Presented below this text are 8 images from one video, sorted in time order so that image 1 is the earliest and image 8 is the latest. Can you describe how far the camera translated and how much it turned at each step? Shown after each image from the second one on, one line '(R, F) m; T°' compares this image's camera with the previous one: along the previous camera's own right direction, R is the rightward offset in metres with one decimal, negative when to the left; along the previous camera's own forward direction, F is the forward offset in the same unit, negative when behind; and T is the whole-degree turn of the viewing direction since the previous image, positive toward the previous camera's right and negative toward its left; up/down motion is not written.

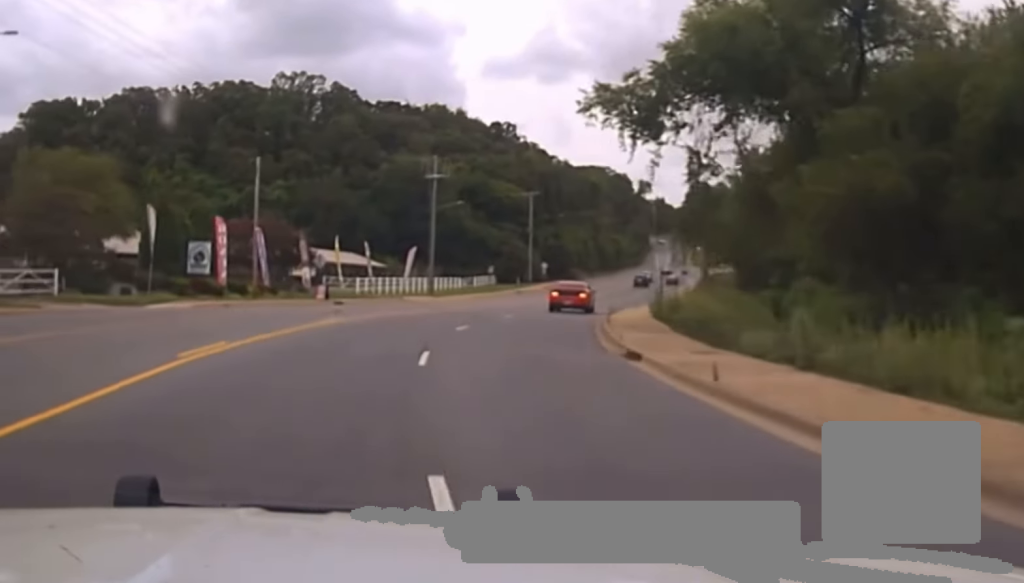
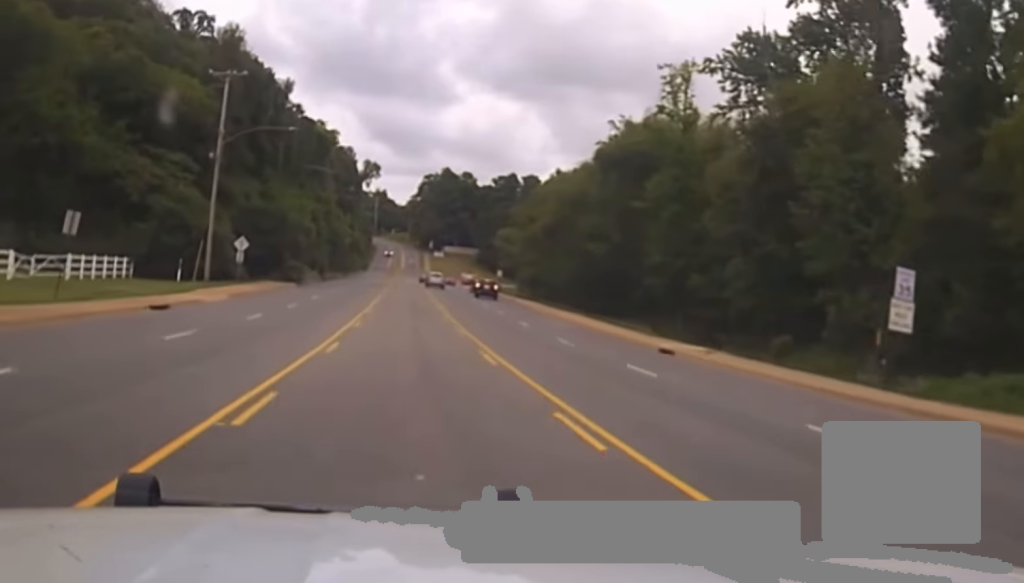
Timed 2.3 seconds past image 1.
(+11.2, +87.3) m; +15°
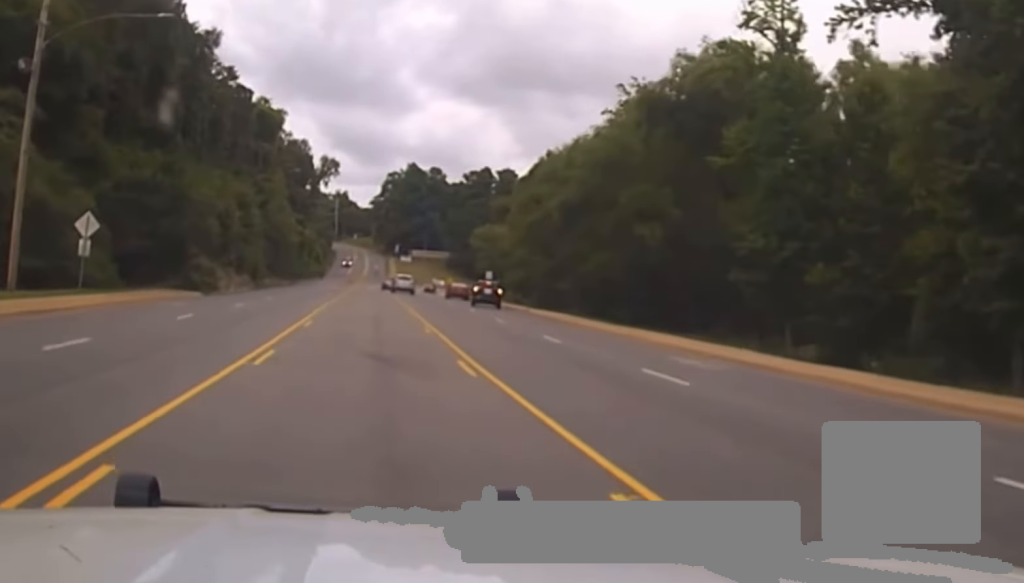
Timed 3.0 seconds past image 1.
(+0.7, +29.8) m; +1°
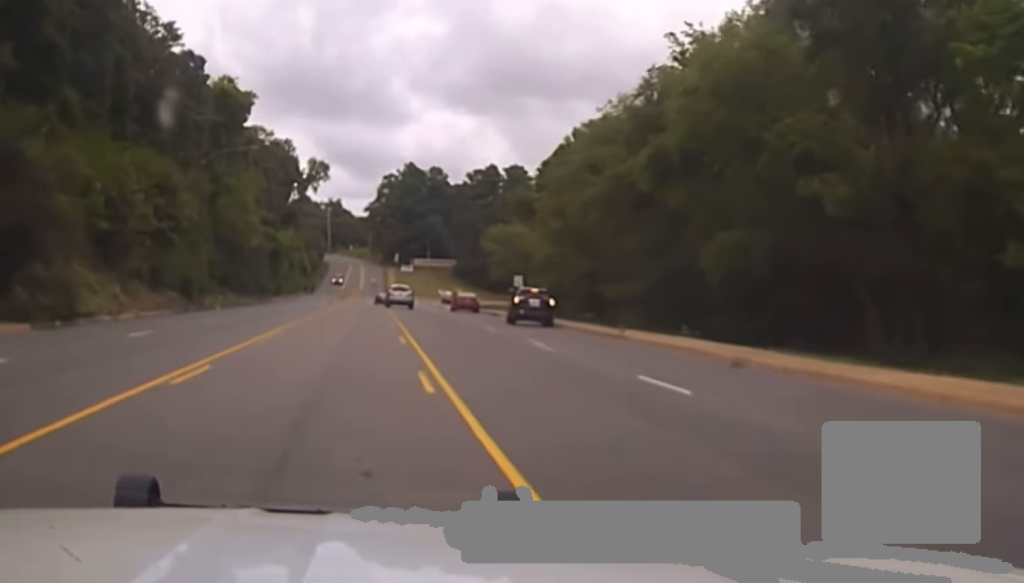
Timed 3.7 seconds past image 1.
(0.0, +26.8) m; 0°
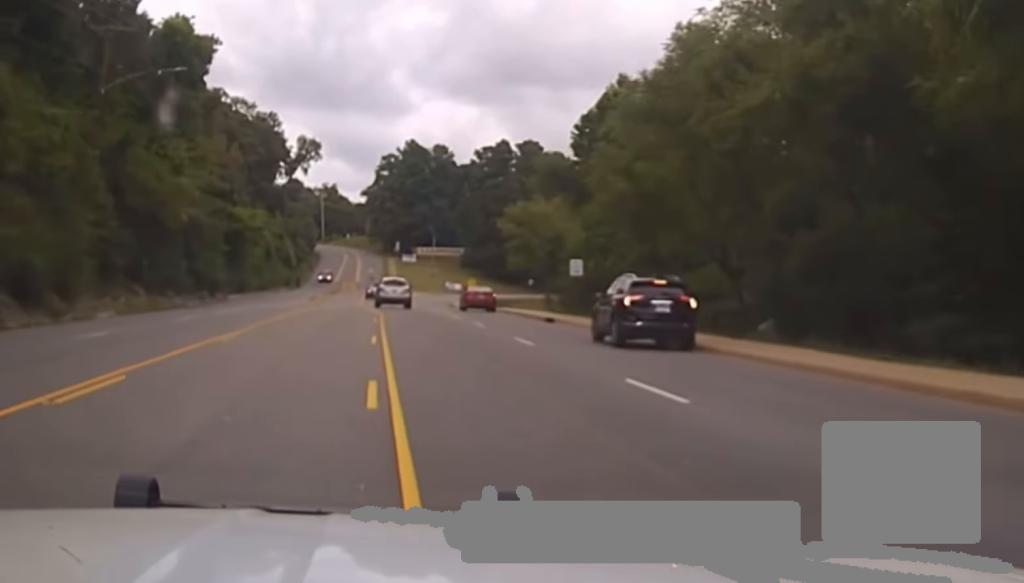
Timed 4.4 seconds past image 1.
(-0.1, +27.5) m; +1°
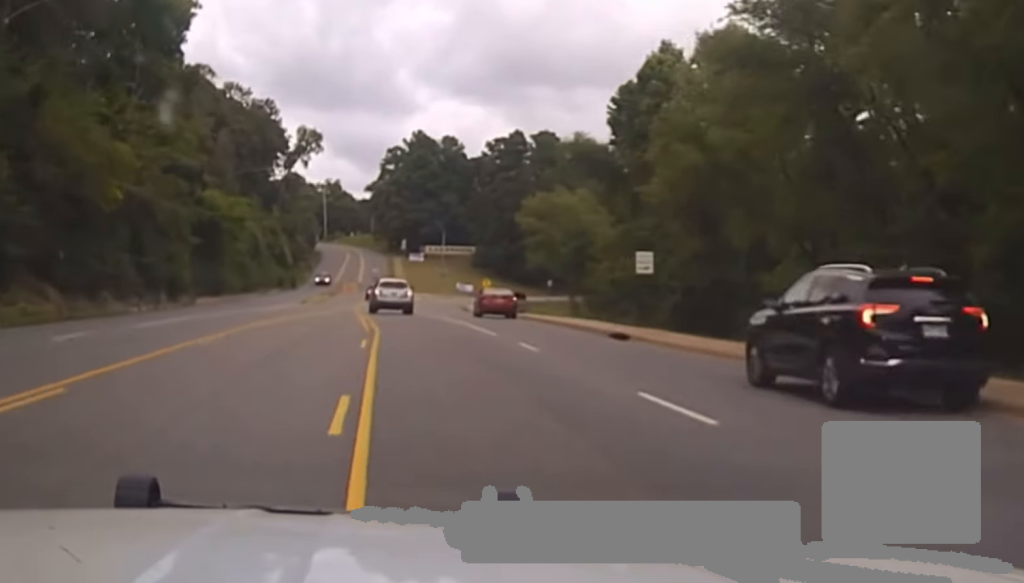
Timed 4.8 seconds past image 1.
(+0.2, +15.8) m; 0°
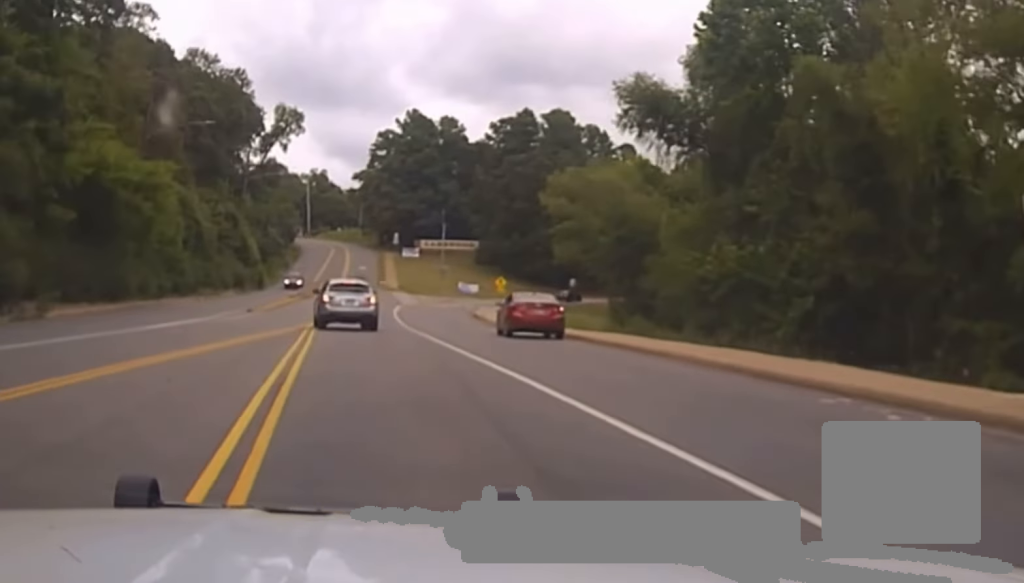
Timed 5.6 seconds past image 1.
(+0.5, +29.2) m; +1°
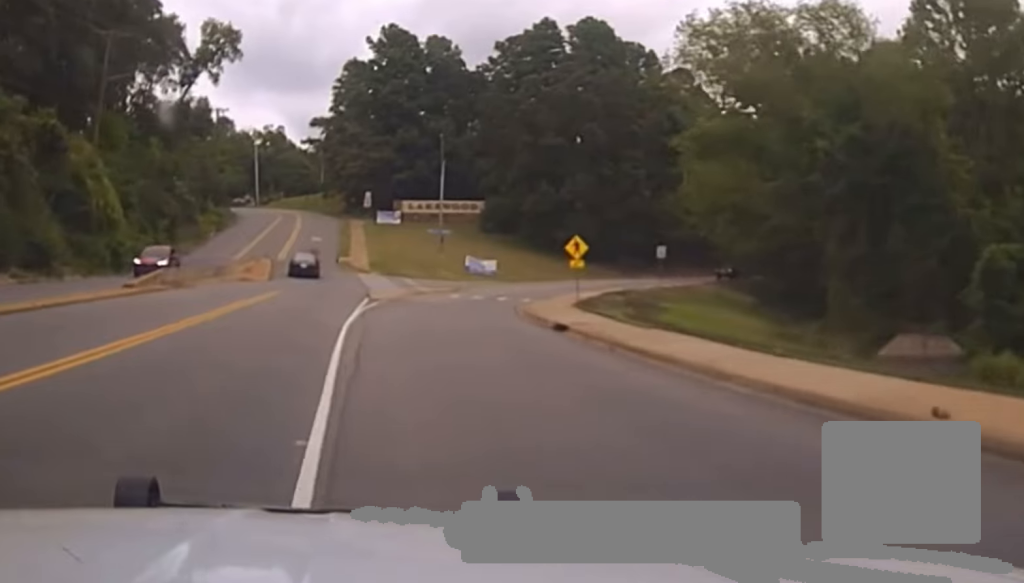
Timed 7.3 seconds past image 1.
(+0.2, +54.4) m; +2°
